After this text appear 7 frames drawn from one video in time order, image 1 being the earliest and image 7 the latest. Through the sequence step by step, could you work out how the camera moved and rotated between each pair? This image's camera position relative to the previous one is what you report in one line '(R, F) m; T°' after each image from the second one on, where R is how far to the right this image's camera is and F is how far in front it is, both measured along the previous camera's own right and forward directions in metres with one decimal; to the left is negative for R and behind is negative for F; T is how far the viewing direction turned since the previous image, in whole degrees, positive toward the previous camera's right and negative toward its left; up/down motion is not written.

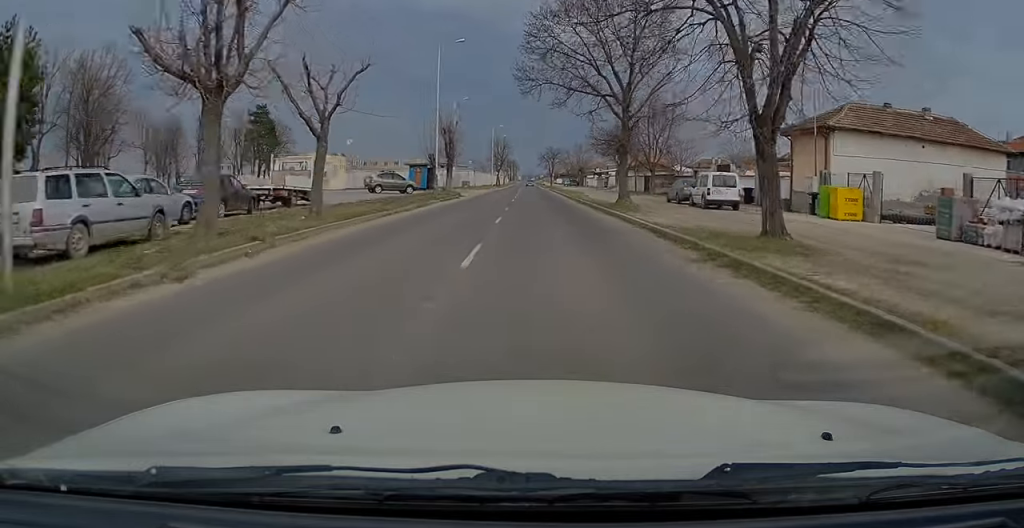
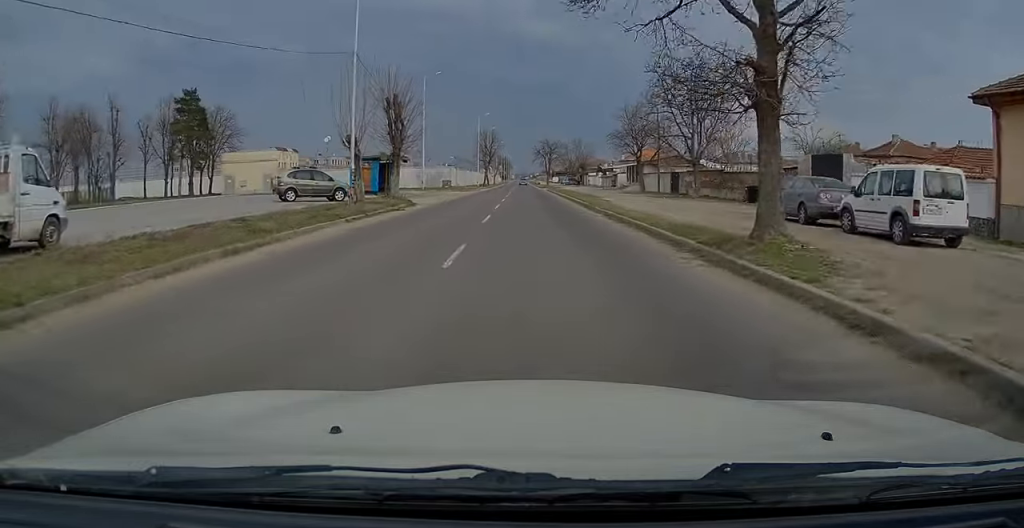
(+0.3, +18.2) m; 0°
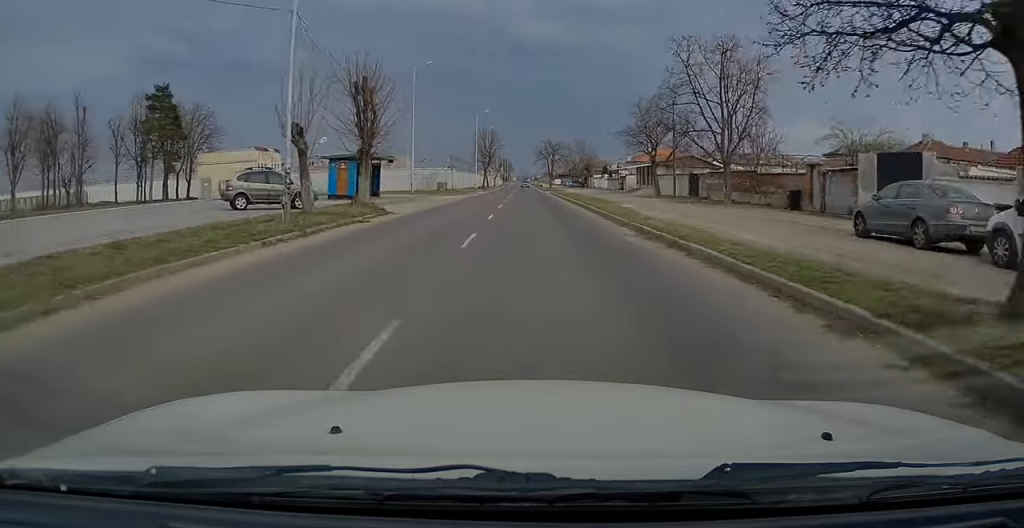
(-0.1, +6.4) m; 0°
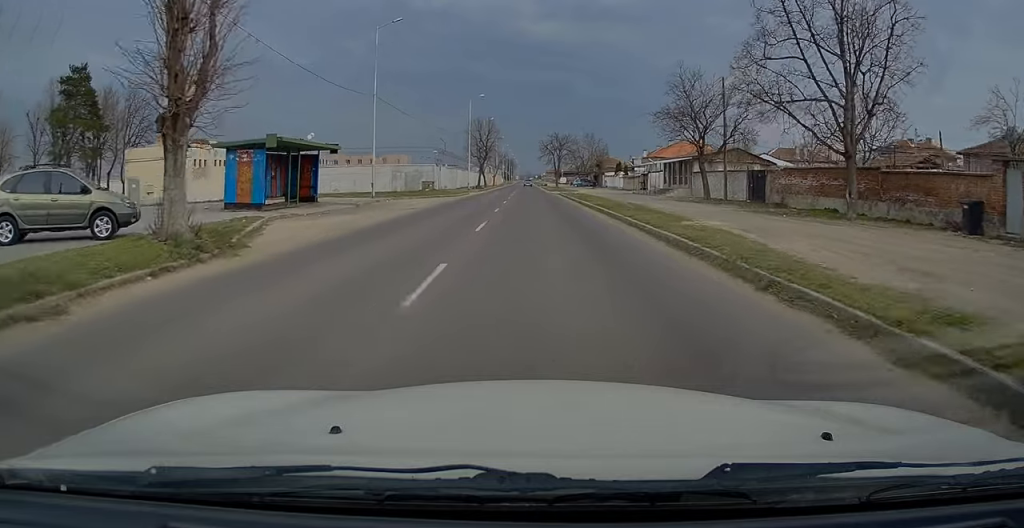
(0.0, +14.5) m; 0°
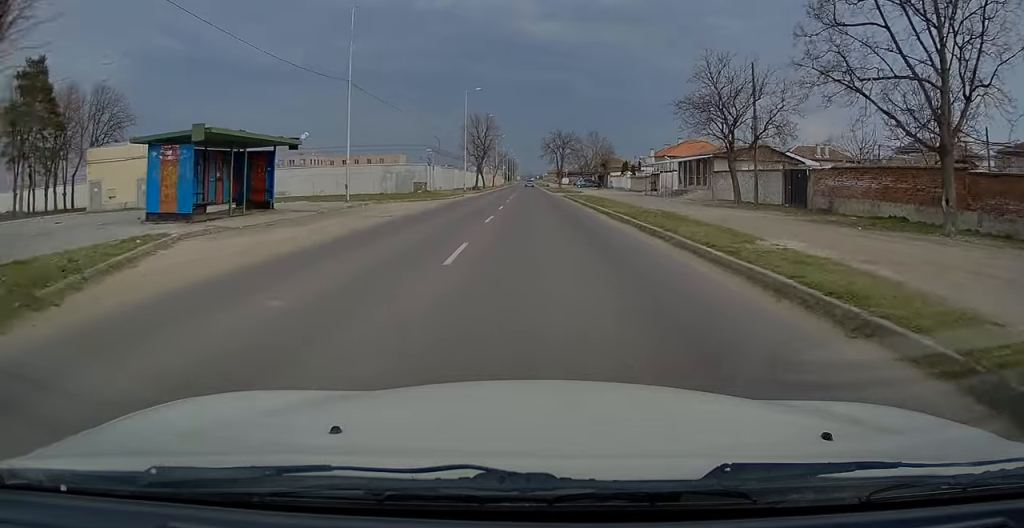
(+0.1, +5.9) m; 0°
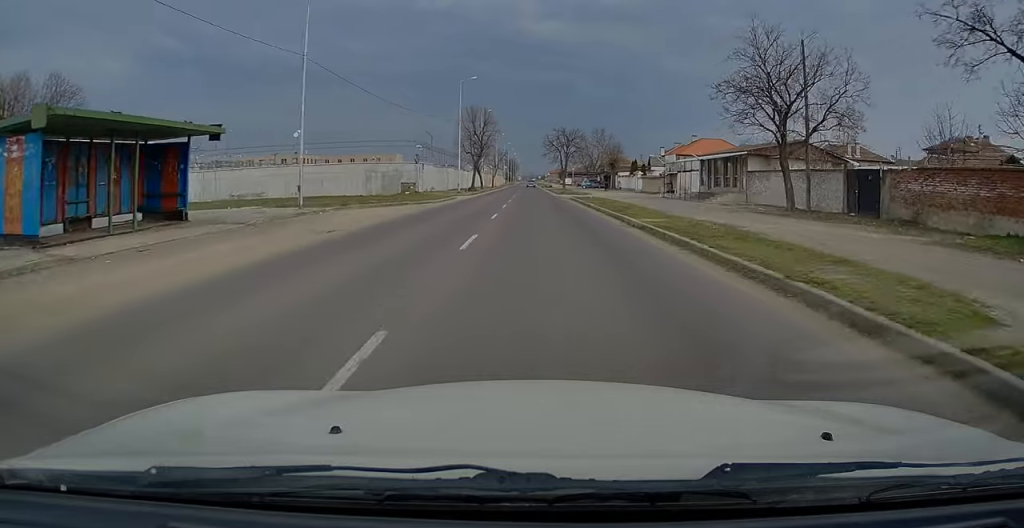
(-0.1, +7.2) m; -1°
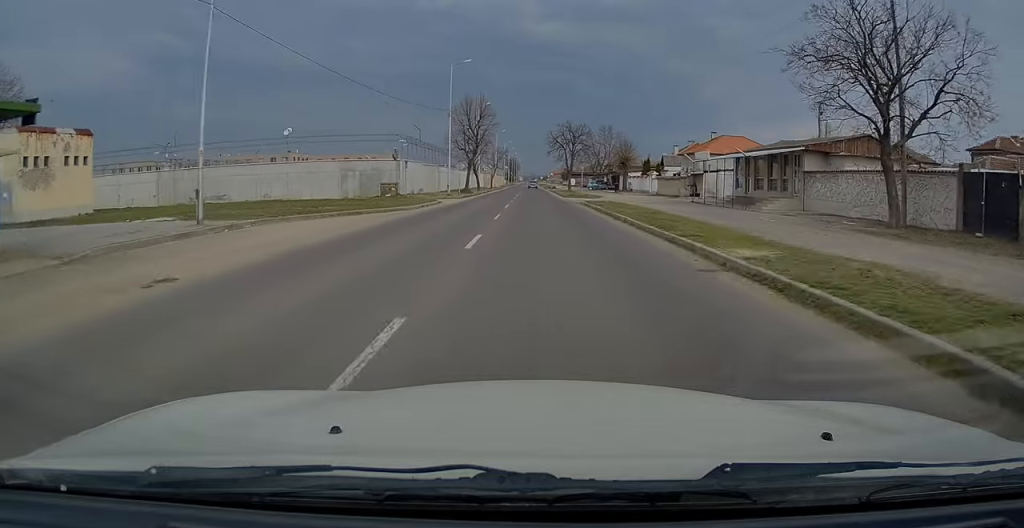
(0.0, +8.6) m; -1°
